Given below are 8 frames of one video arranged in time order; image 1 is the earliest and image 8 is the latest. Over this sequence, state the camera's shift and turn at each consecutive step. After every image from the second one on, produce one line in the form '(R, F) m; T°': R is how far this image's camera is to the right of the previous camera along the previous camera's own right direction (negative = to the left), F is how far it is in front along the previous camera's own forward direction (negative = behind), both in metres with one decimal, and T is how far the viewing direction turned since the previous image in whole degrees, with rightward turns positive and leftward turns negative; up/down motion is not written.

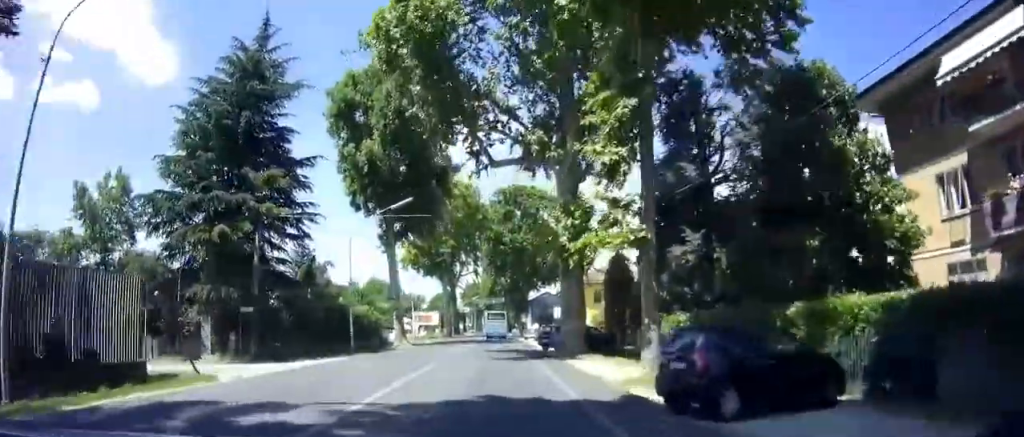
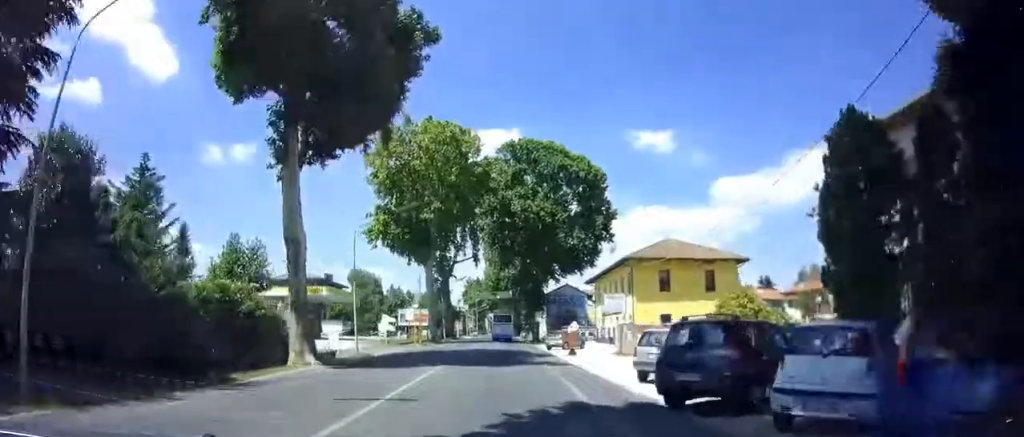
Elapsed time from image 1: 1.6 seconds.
(+0.1, +23.9) m; 0°
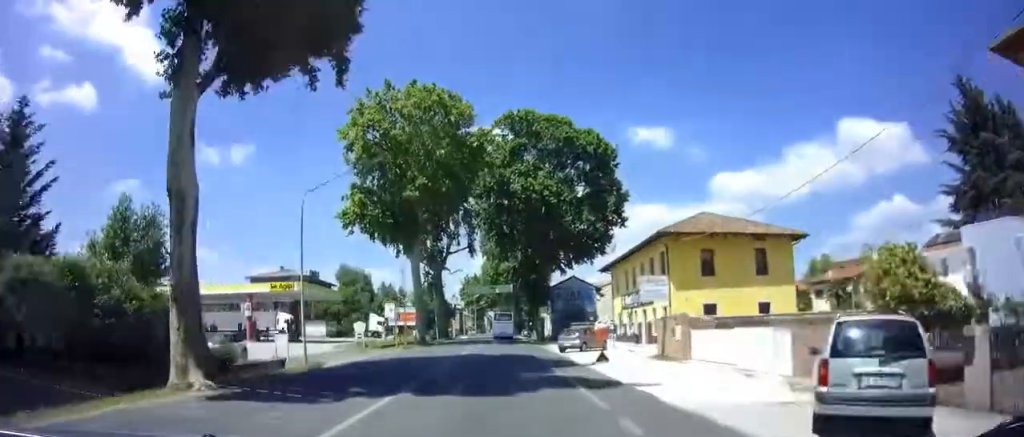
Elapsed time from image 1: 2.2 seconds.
(-0.1, +8.5) m; 0°
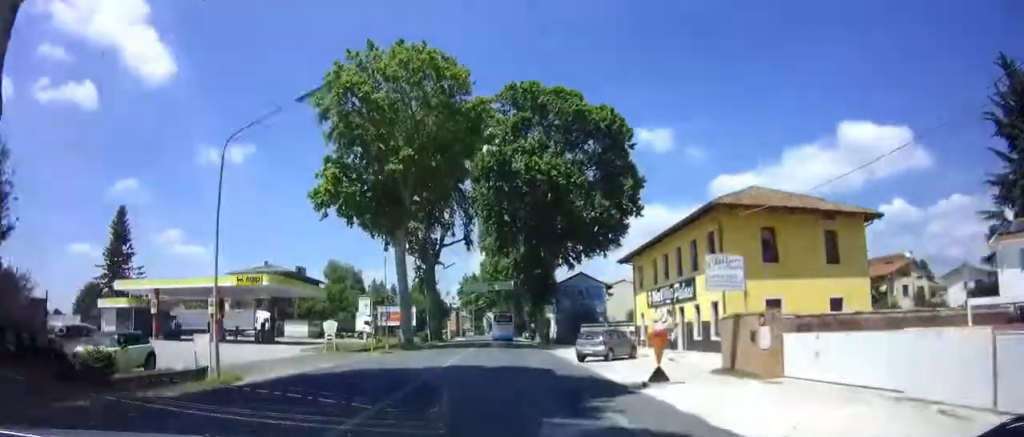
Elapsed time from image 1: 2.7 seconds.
(-0.1, +7.5) m; 0°
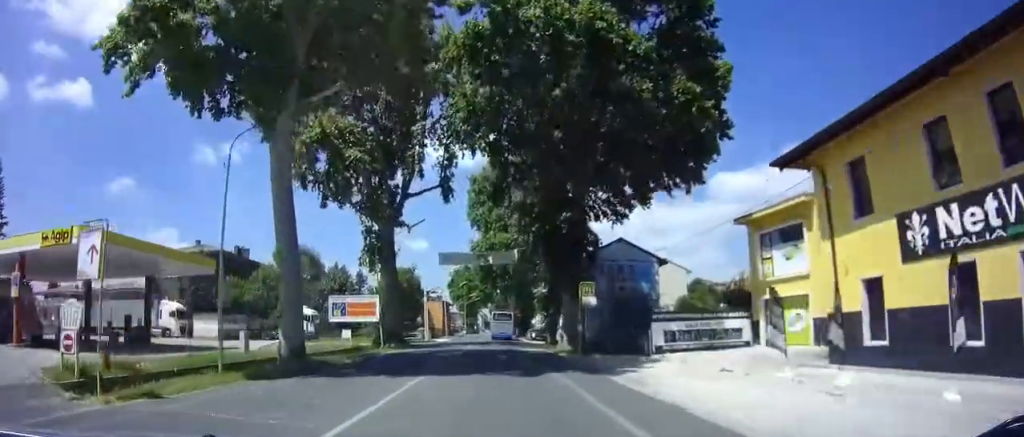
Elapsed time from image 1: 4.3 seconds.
(+0.4, +24.6) m; 0°
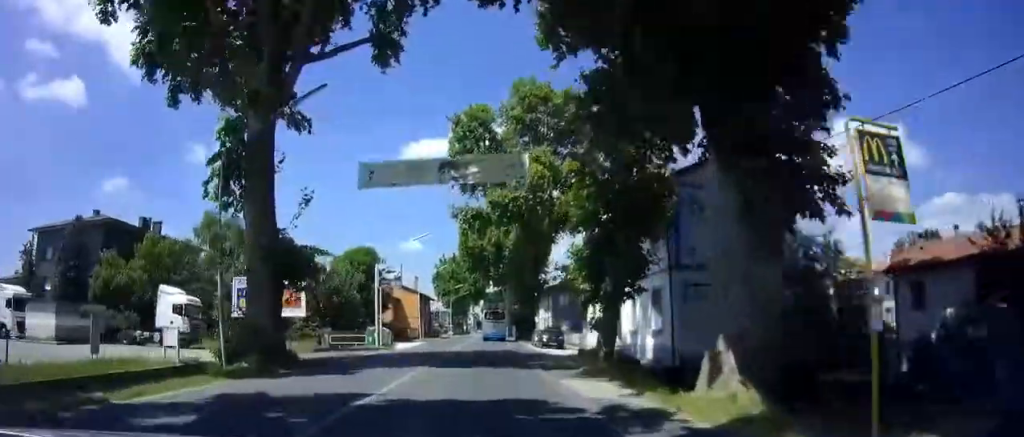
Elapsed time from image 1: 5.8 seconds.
(-0.2, +21.8) m; 0°
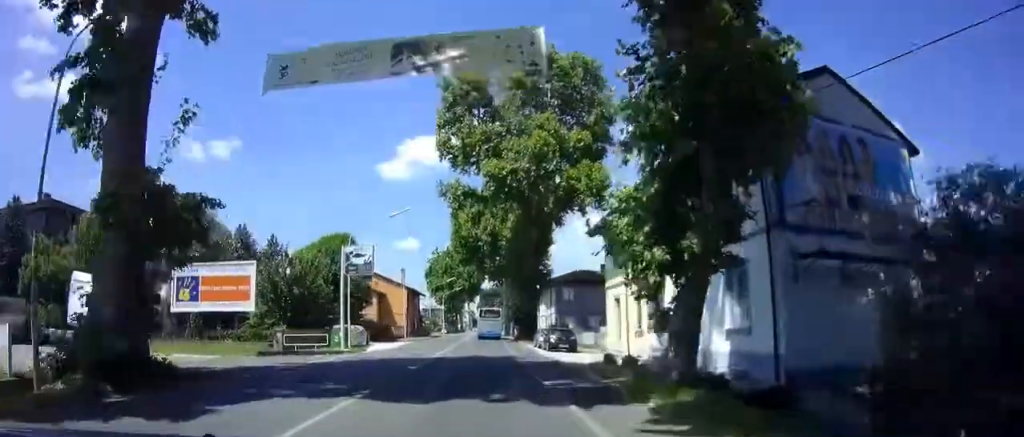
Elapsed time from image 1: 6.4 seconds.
(+0.2, +8.0) m; 0°
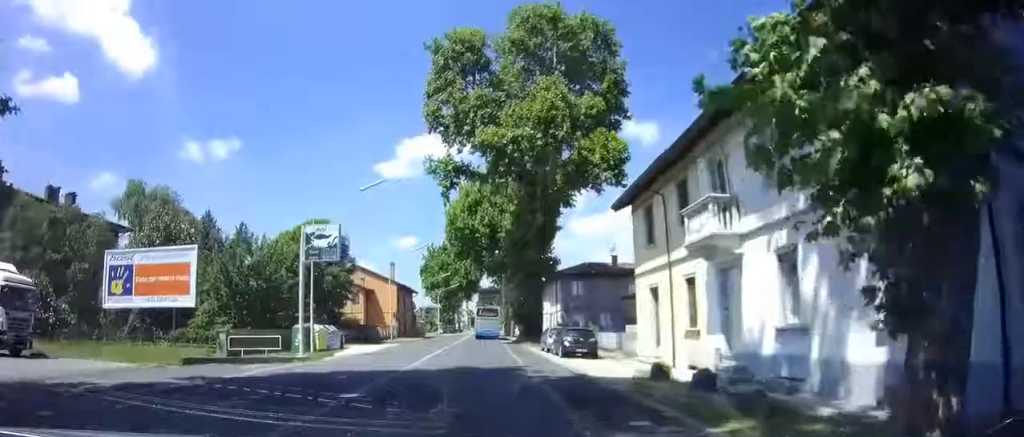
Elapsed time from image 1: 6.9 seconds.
(+0.1, +6.9) m; 0°
